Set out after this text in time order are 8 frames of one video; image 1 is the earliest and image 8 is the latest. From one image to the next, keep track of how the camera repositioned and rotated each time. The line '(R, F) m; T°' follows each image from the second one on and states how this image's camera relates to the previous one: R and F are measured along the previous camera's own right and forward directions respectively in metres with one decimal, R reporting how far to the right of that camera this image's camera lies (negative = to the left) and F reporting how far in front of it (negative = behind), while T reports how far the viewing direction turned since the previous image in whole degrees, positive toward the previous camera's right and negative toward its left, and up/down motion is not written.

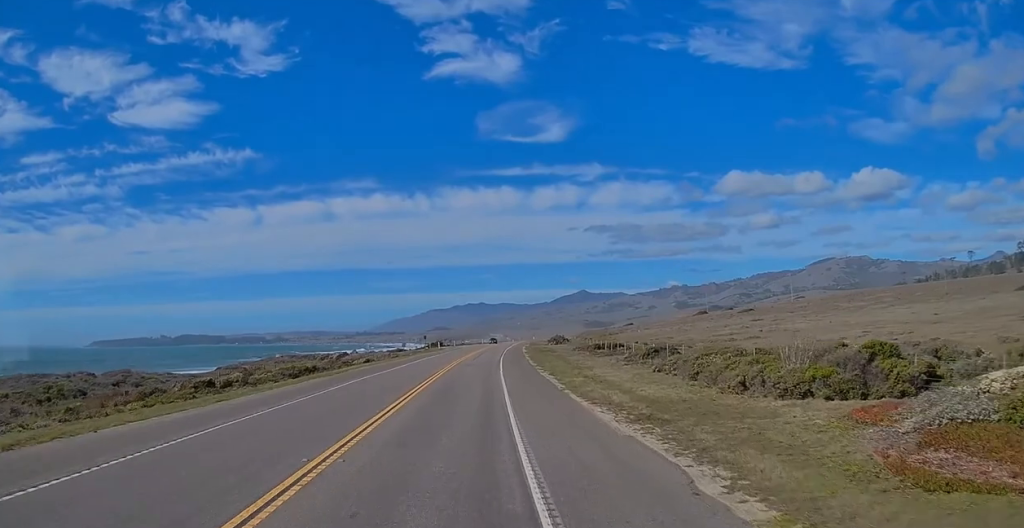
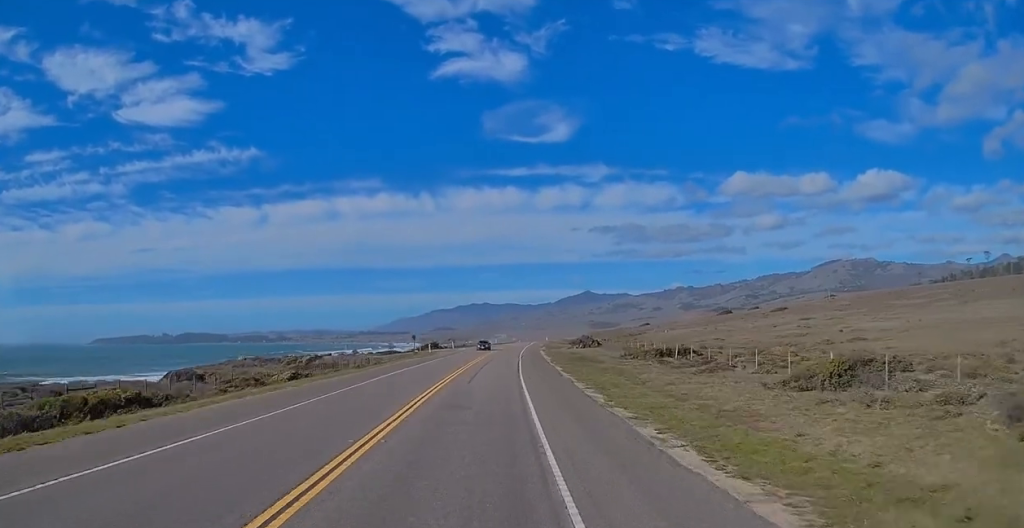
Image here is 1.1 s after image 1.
(+0.1, +26.7) m; +2°
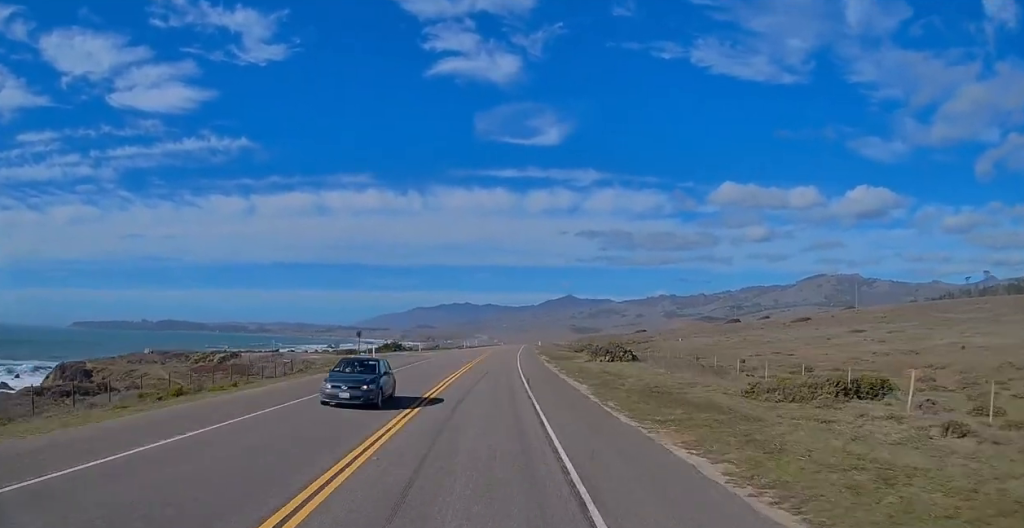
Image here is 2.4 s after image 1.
(+1.2, +31.2) m; +2°
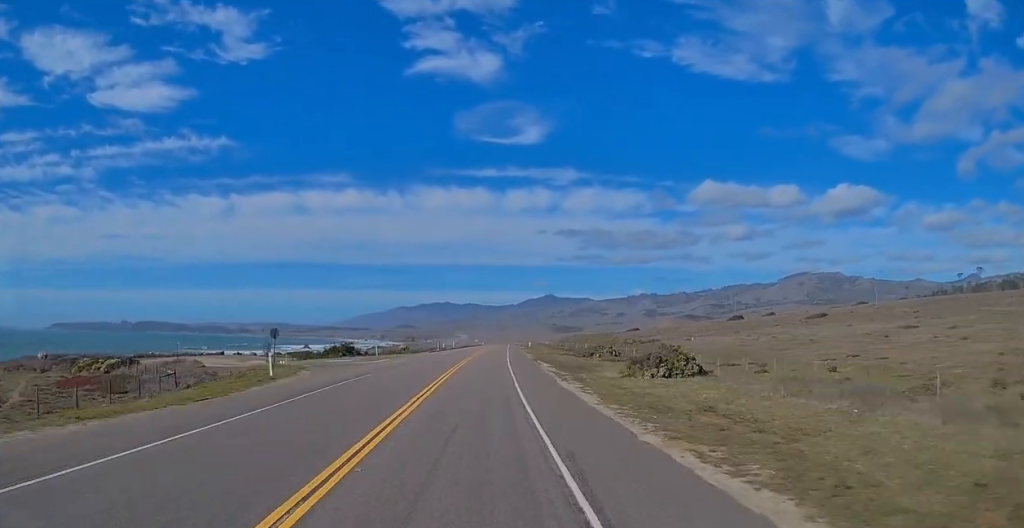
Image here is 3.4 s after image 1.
(0.0, +23.0) m; 0°
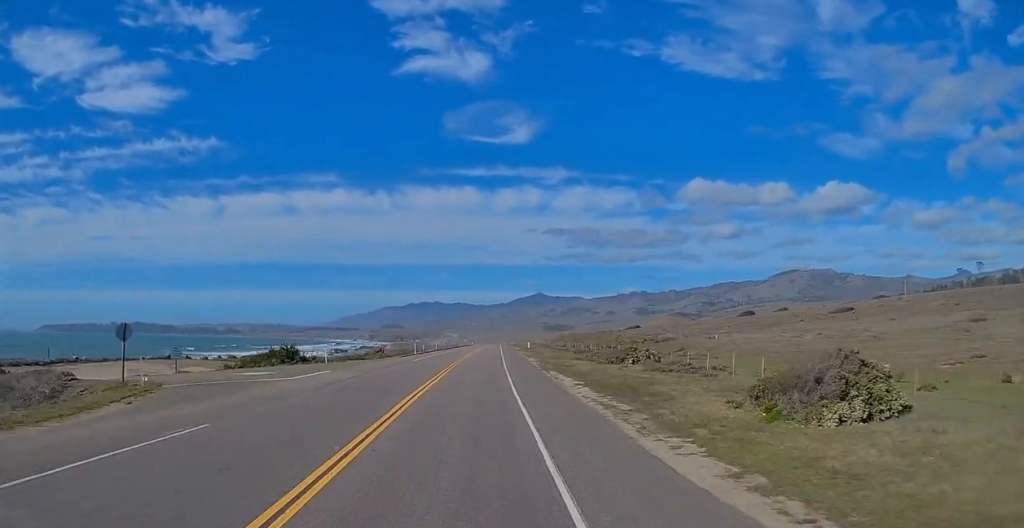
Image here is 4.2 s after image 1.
(0.0, +20.0) m; 0°
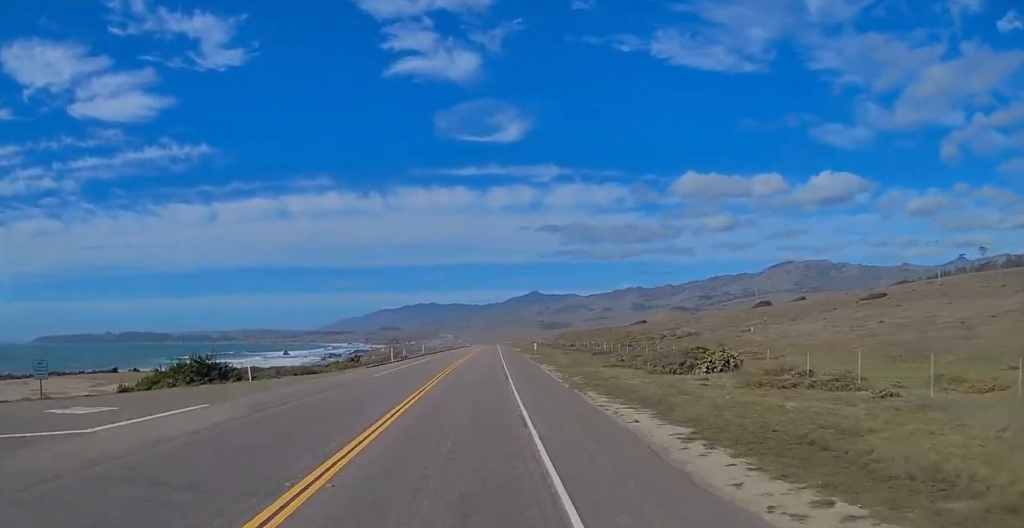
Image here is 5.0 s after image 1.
(0.0, +18.0) m; 0°
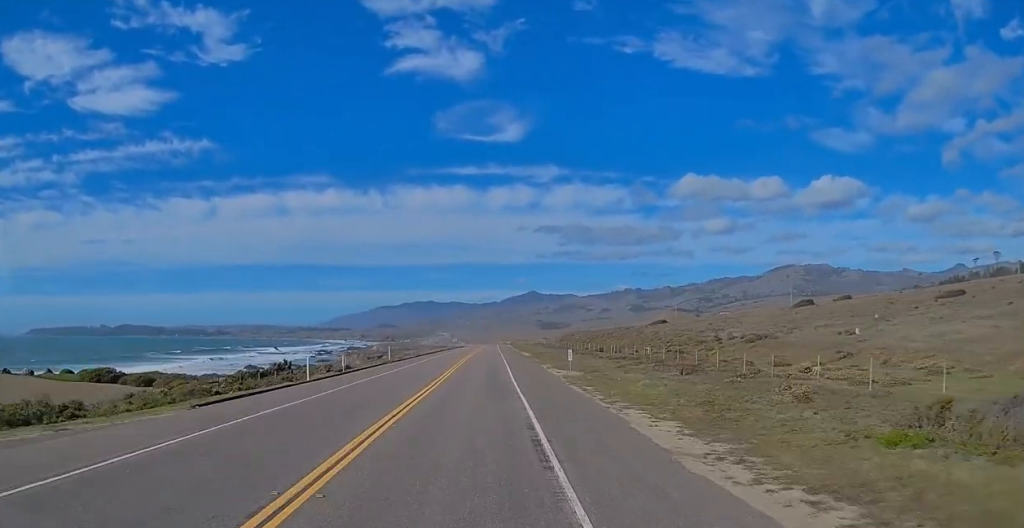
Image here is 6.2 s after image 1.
(0.0, +30.0) m; 0°
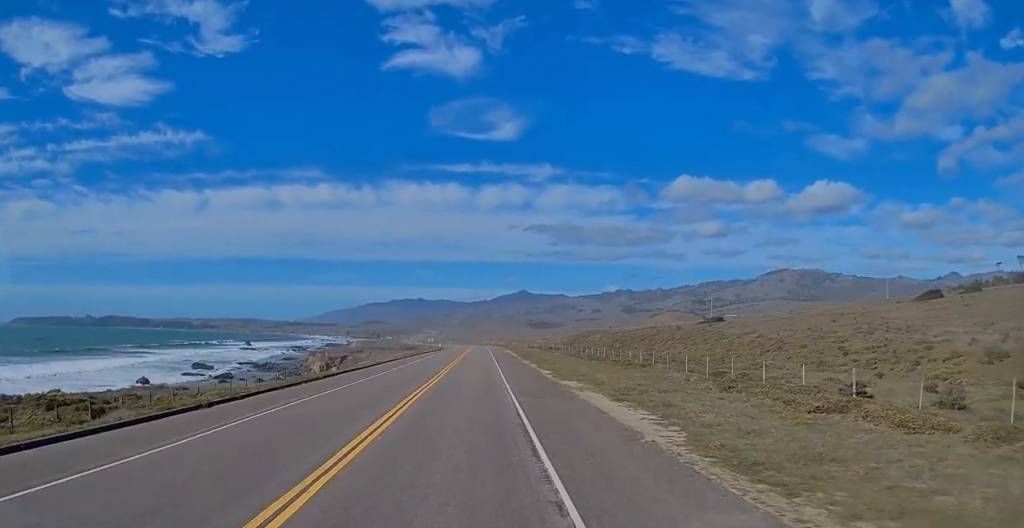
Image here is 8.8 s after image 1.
(0.0, +61.7) m; 0°
